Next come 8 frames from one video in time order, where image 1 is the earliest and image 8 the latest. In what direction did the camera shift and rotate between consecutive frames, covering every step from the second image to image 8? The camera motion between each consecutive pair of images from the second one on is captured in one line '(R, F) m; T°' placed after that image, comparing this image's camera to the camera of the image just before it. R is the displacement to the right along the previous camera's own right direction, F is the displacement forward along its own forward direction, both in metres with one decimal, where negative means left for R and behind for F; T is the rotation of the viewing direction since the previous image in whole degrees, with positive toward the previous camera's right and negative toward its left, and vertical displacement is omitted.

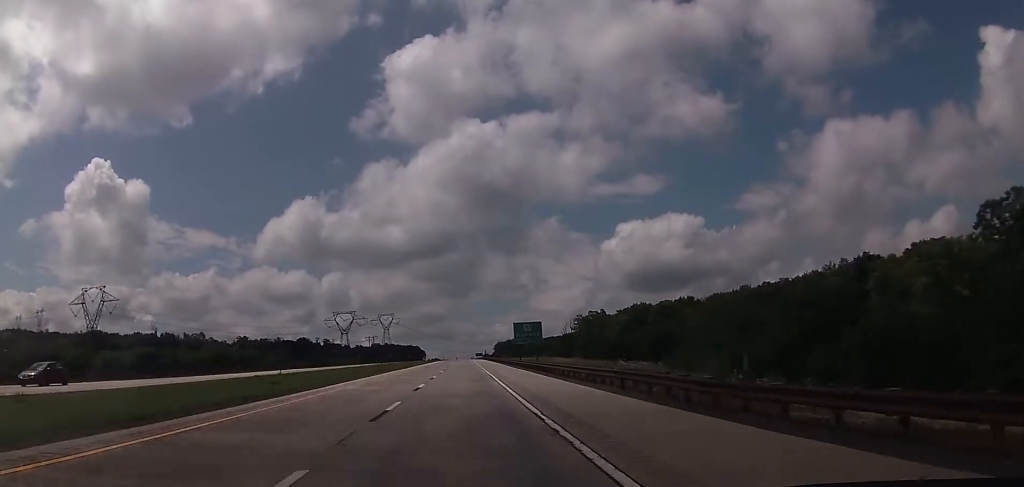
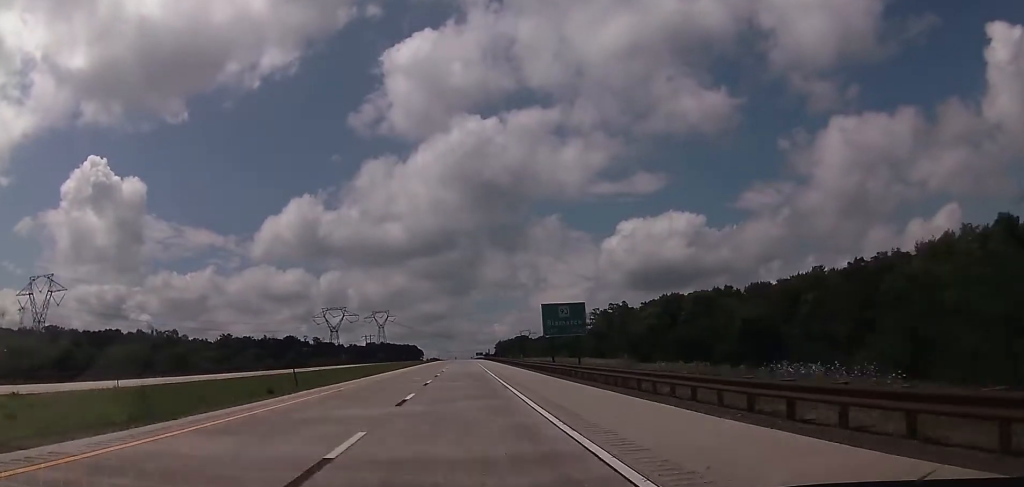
(0.0, +32.0) m; 0°
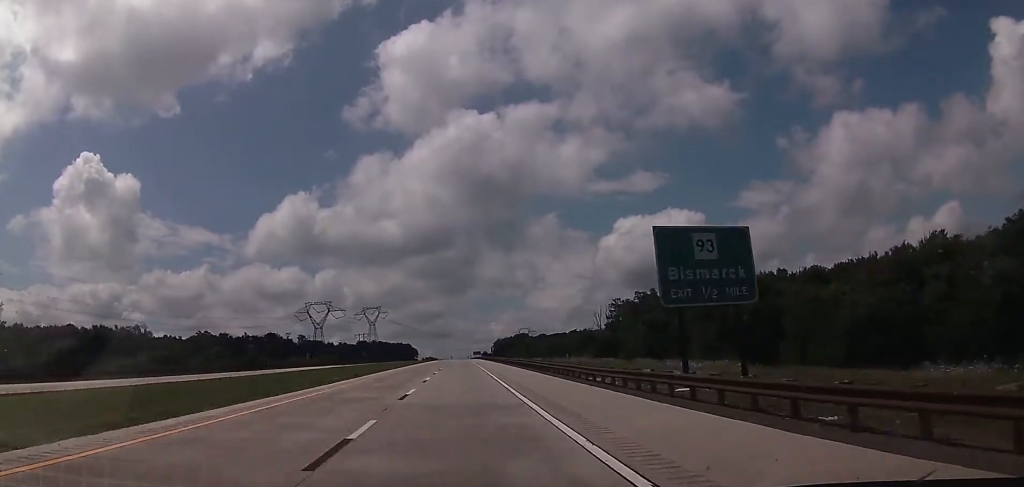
(0.0, +34.7) m; 0°
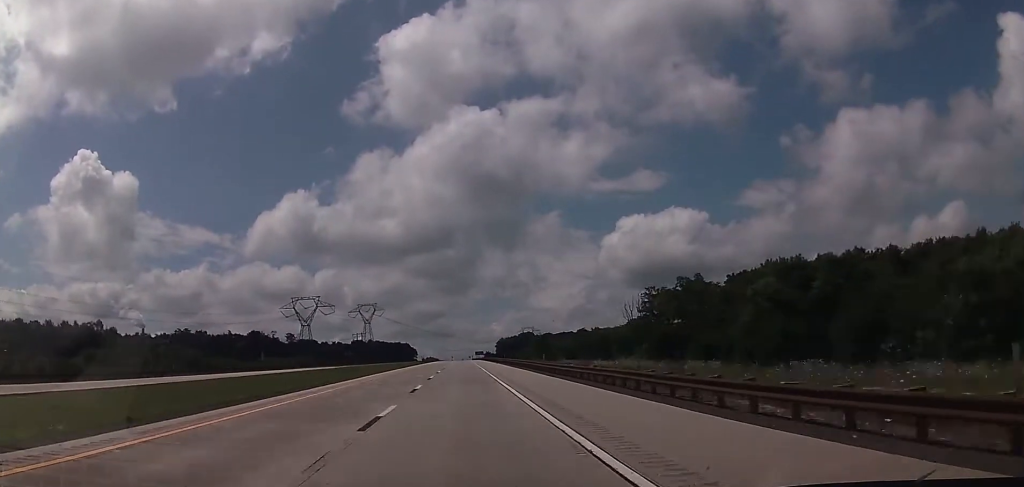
(0.0, +32.3) m; 0°
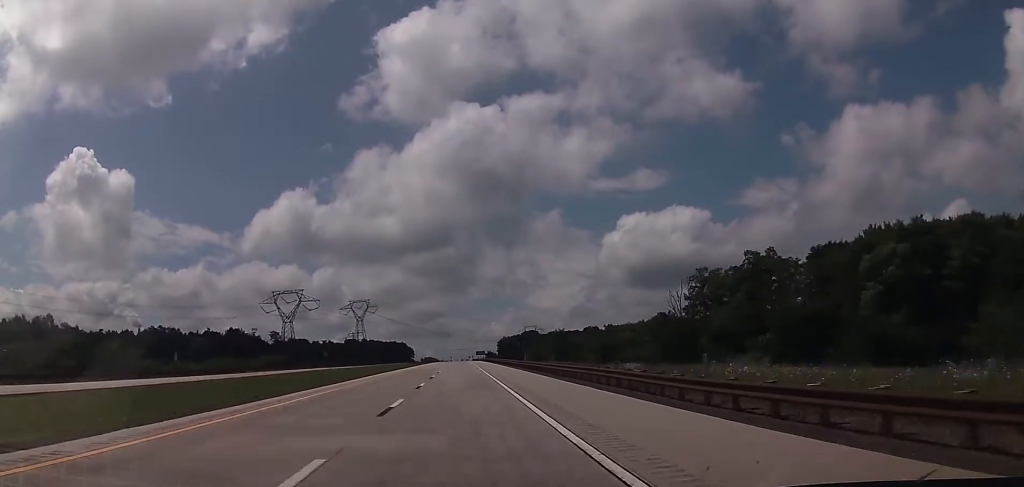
(0.0, +33.5) m; 0°
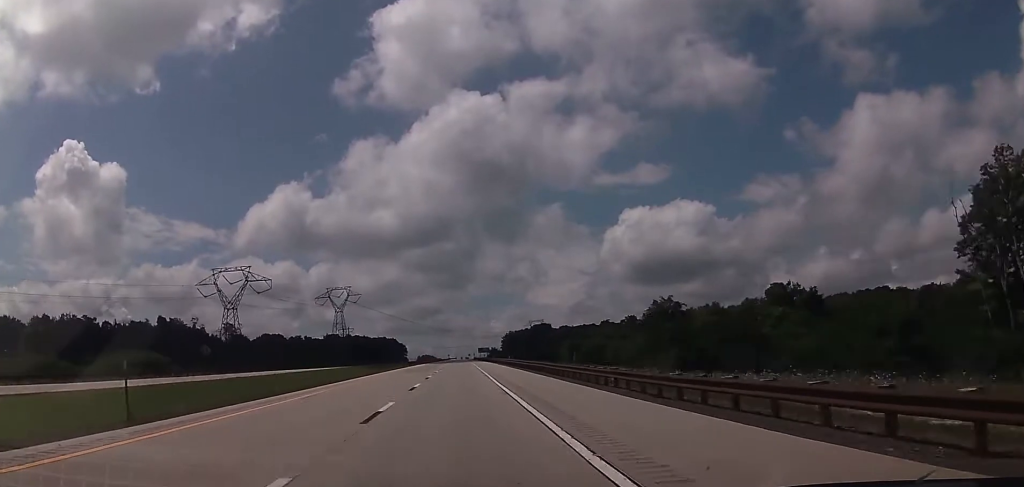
(+1.1, +74.6) m; +1°
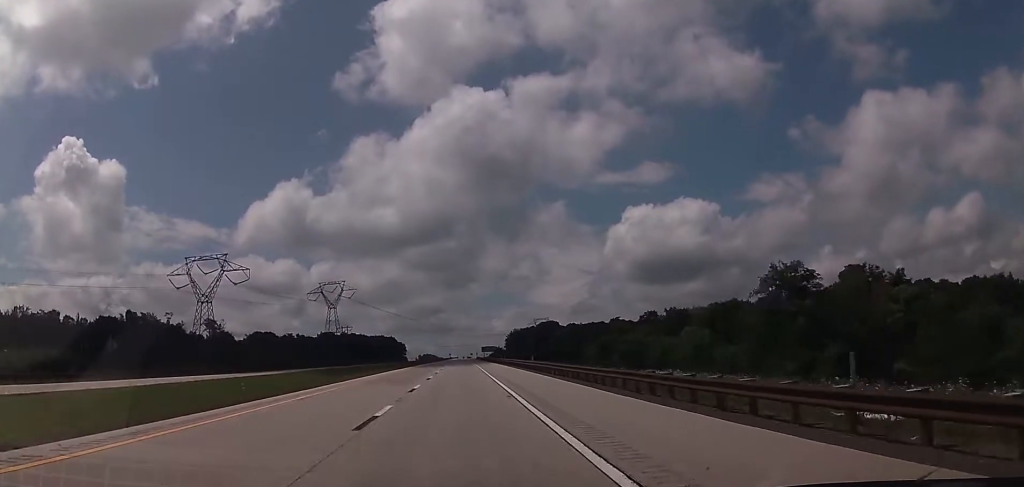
(-0.3, +25.5) m; -1°
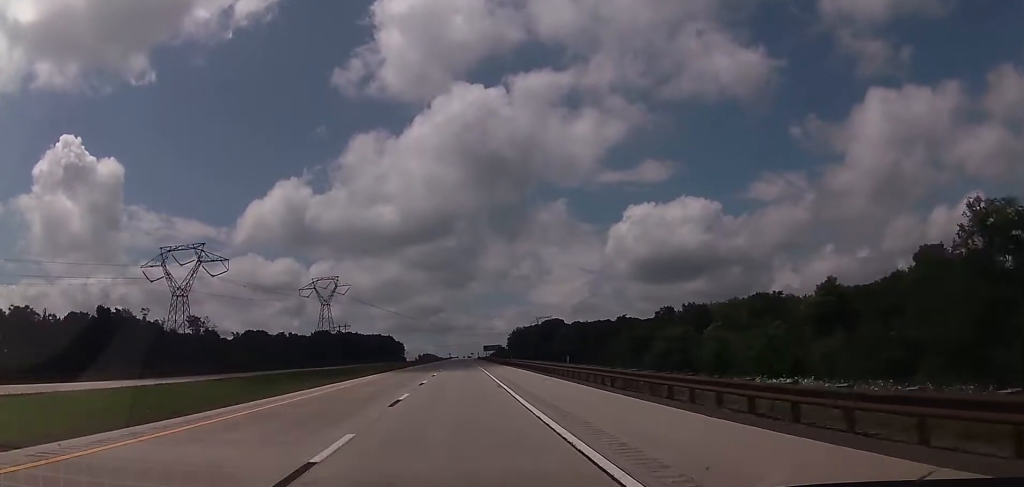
(0.0, +18.7) m; 0°
